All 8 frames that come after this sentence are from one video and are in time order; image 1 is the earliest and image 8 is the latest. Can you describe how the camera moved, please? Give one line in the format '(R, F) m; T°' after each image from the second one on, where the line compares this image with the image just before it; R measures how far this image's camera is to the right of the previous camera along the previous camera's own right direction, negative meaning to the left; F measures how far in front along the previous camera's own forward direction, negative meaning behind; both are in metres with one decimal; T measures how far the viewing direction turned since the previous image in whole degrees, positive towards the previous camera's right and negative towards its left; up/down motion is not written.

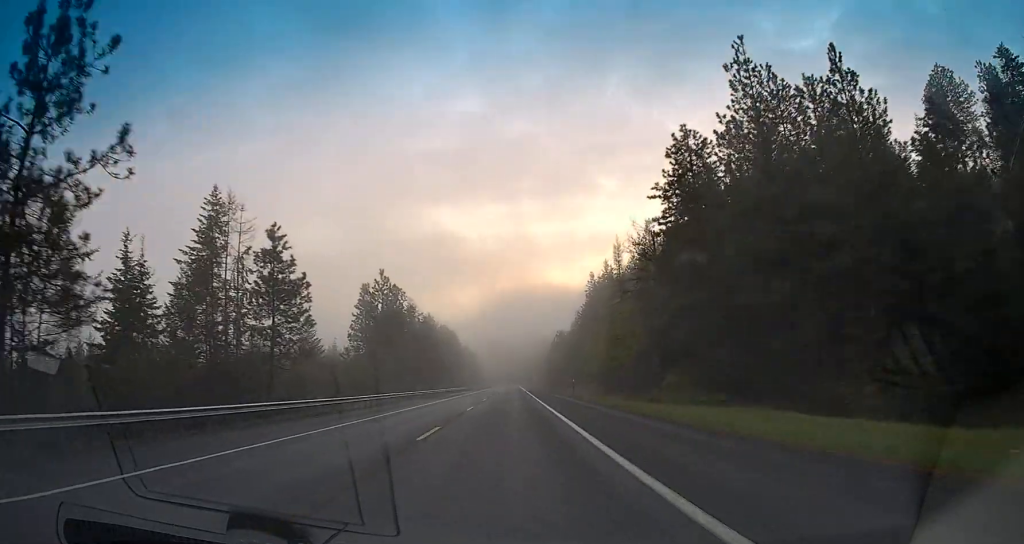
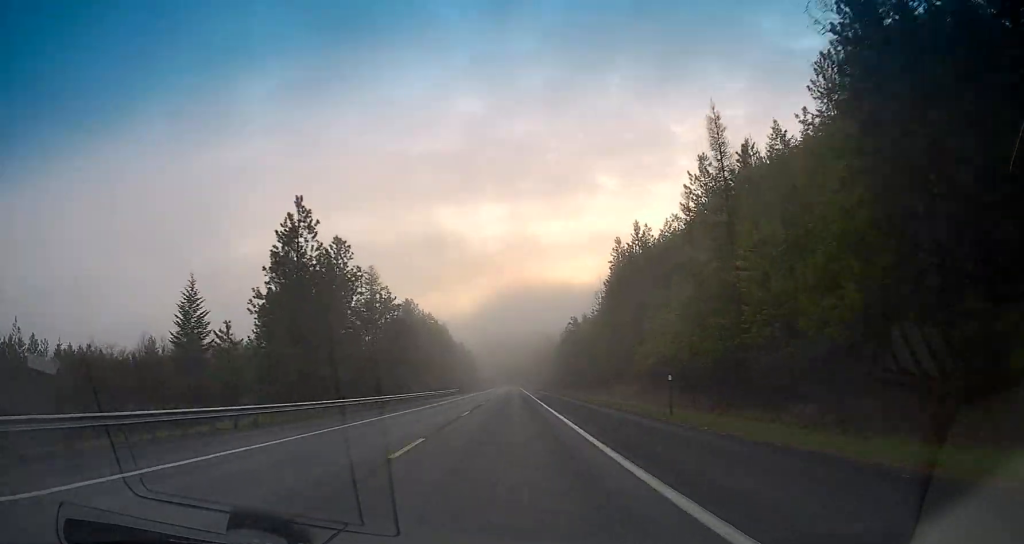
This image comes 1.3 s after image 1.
(+0.2, +33.9) m; 0°
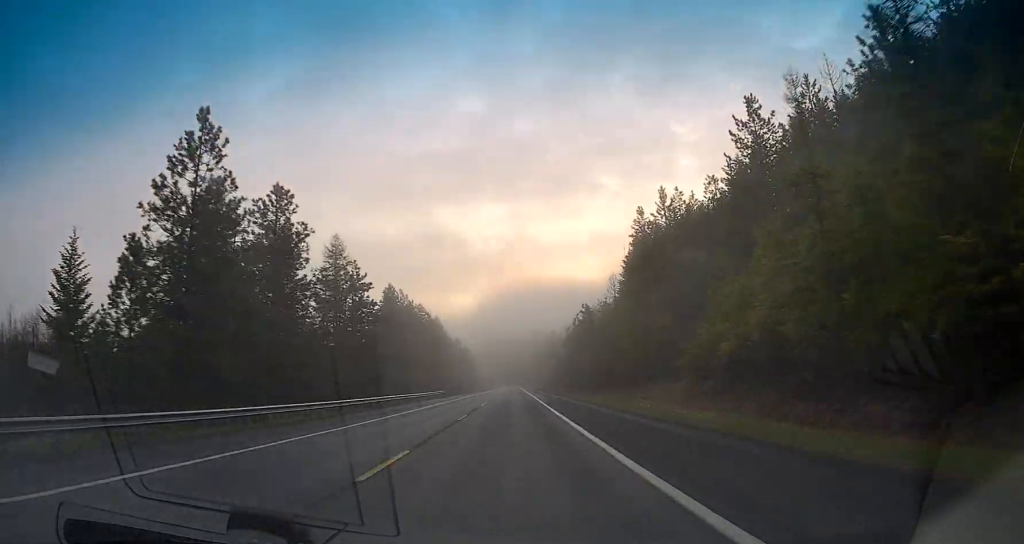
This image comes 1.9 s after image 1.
(-0.1, +17.9) m; 0°
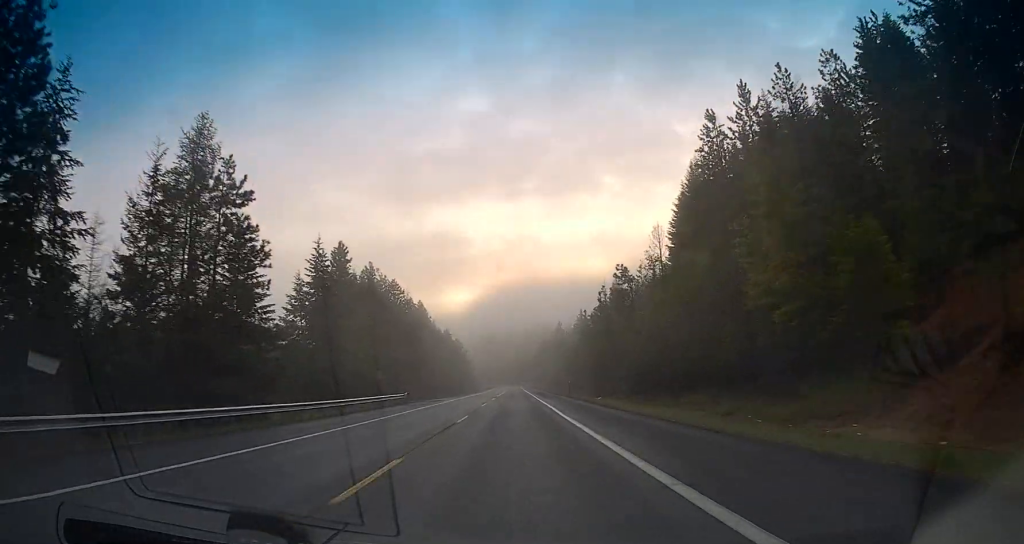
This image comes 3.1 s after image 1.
(-0.1, +32.2) m; -1°
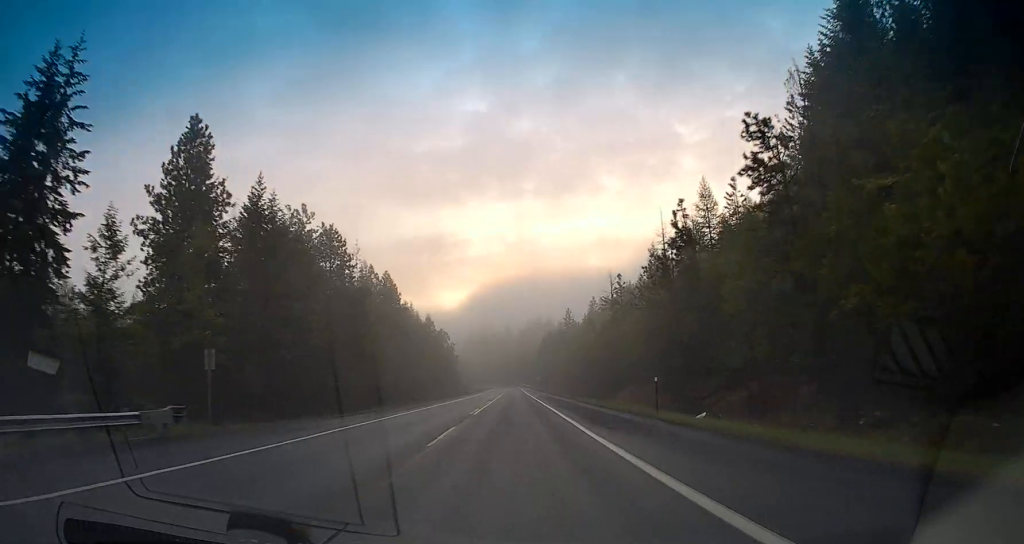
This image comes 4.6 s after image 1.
(-0.4, +38.4) m; 0°
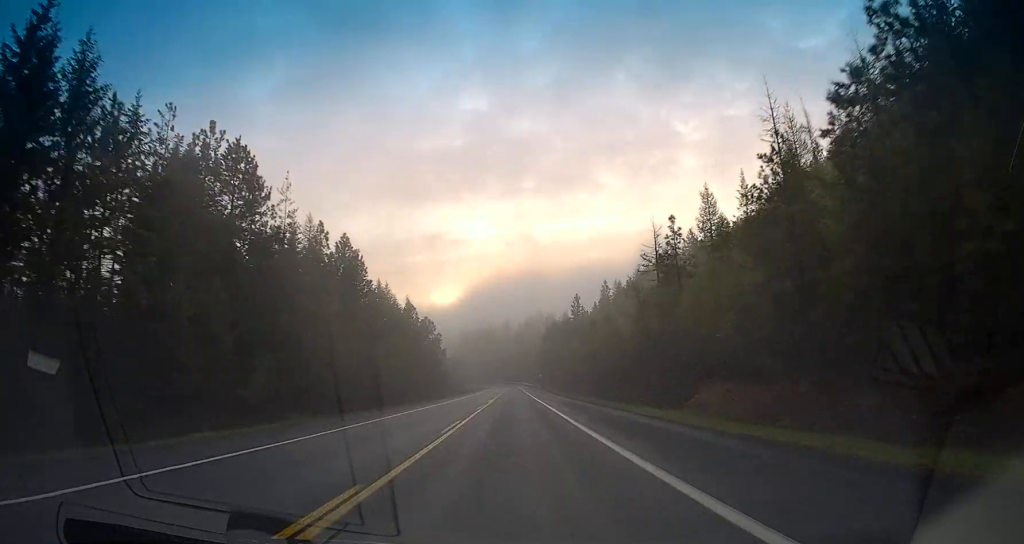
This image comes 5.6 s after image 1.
(+0.5, +26.7) m; +1°
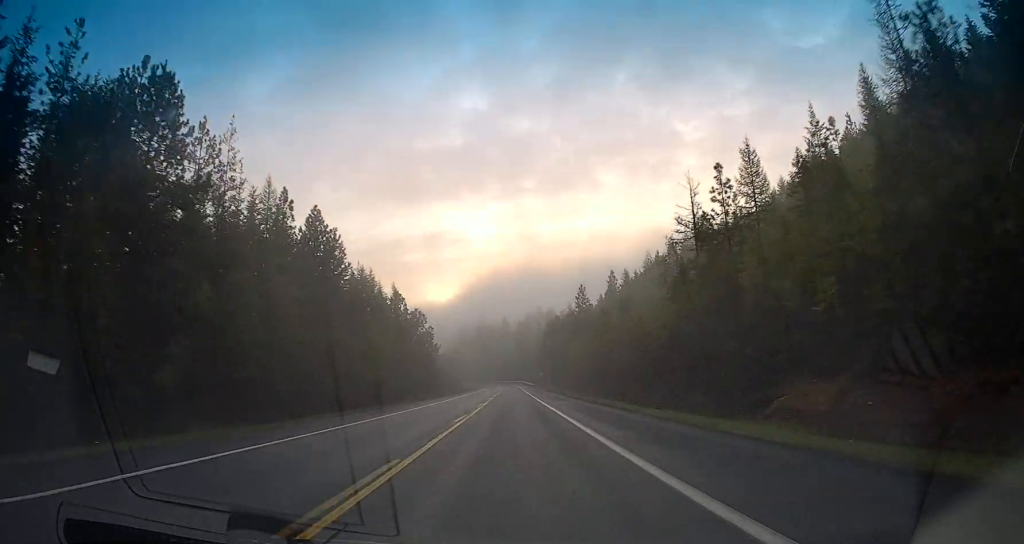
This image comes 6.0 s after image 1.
(0.0, +12.5) m; 0°
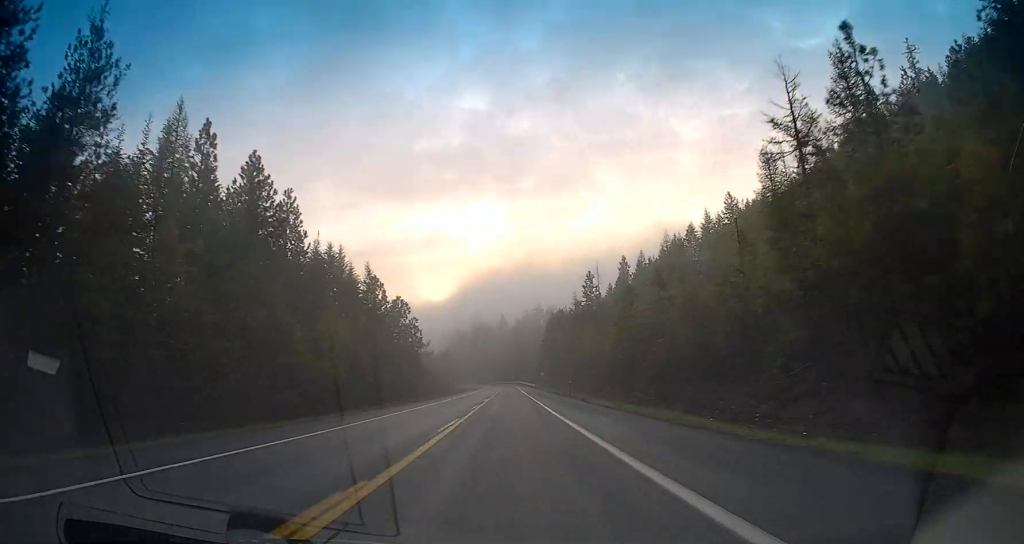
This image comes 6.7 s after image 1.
(0.0, +17.9) m; 0°
